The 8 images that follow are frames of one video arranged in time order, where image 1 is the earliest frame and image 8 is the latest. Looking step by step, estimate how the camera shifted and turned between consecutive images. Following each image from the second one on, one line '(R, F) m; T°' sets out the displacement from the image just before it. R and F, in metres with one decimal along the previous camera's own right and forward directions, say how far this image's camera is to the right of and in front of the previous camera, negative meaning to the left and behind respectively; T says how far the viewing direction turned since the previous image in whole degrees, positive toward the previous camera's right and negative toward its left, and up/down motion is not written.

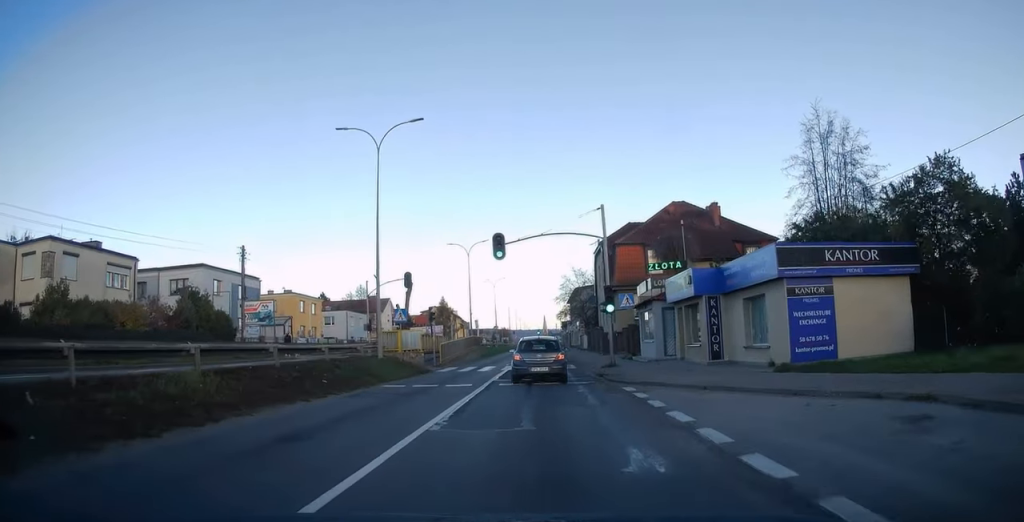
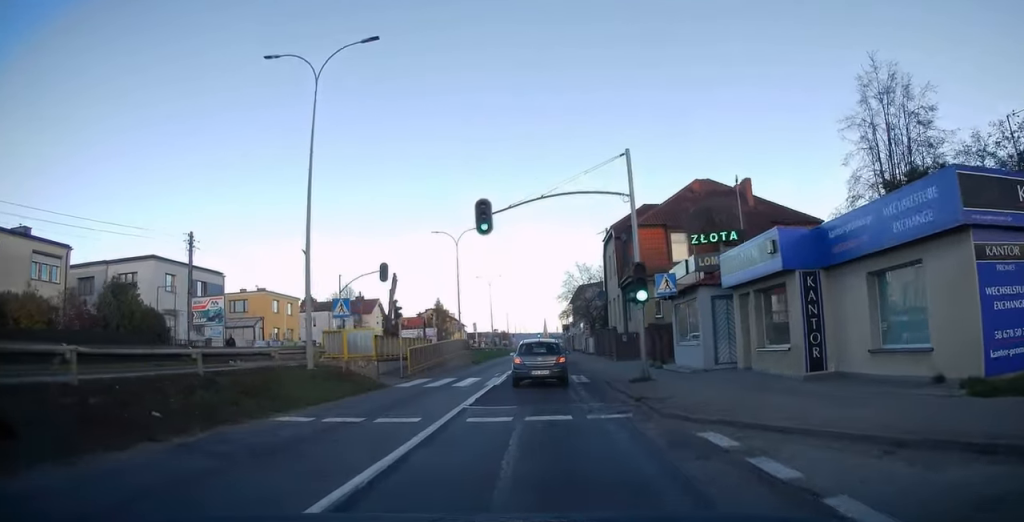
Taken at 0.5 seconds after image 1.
(0.0, +8.1) m; 0°
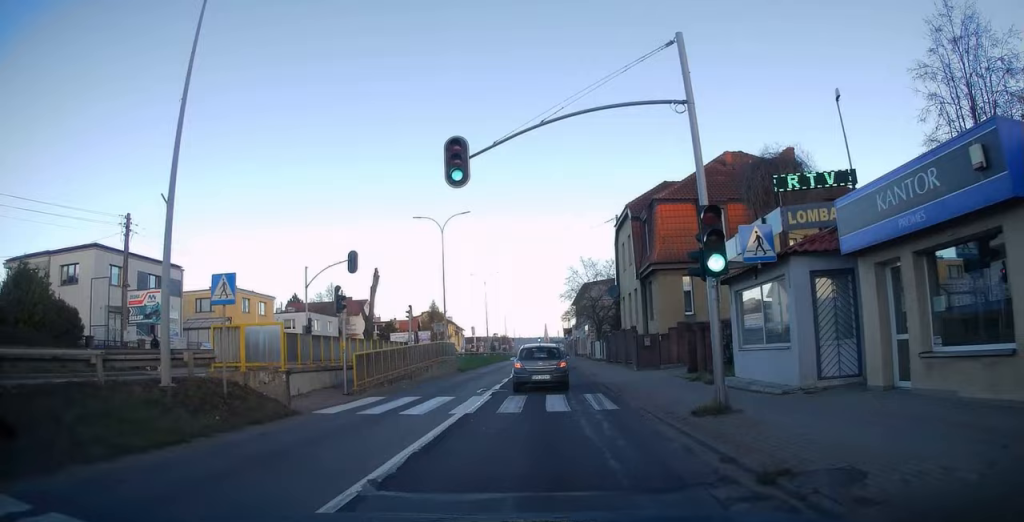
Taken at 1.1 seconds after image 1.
(0.0, +7.6) m; 0°
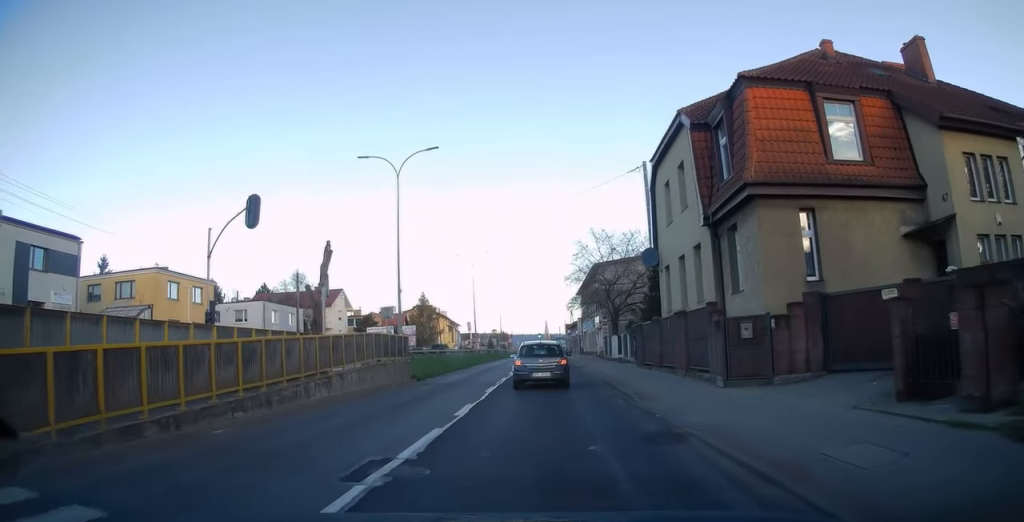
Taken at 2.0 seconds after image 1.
(0.0, +13.5) m; 0°
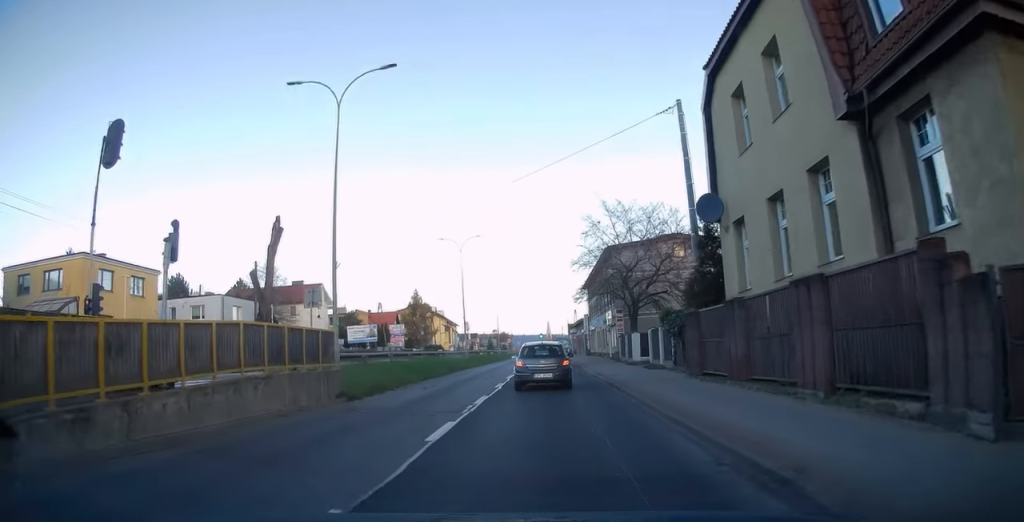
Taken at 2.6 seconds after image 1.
(0.0, +9.1) m; 0°
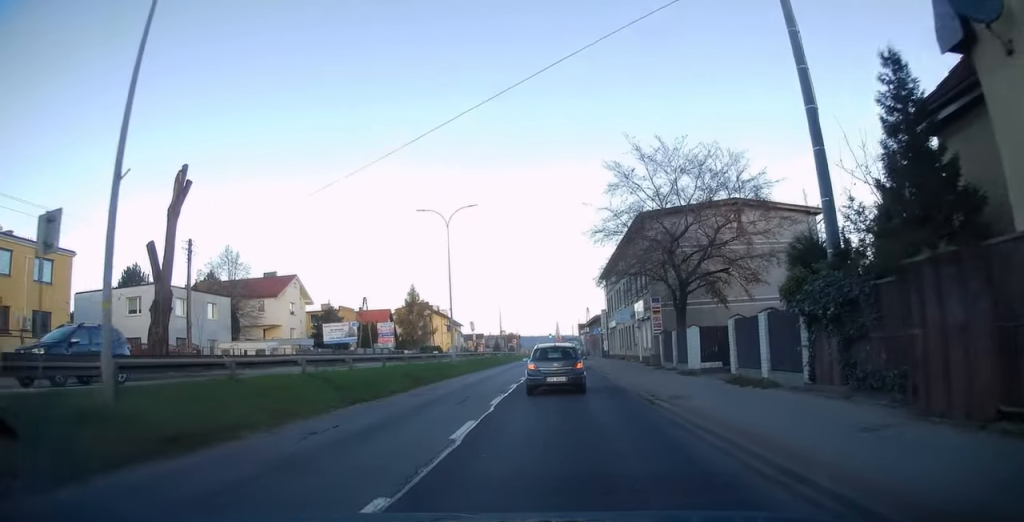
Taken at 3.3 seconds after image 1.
(0.0, +10.9) m; -1°
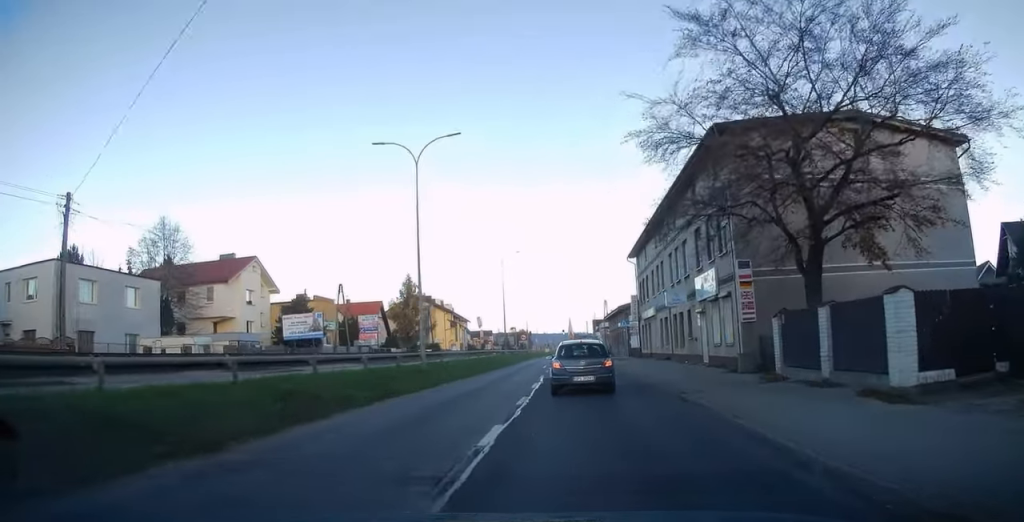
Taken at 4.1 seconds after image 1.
(-0.1, +12.6) m; -1°
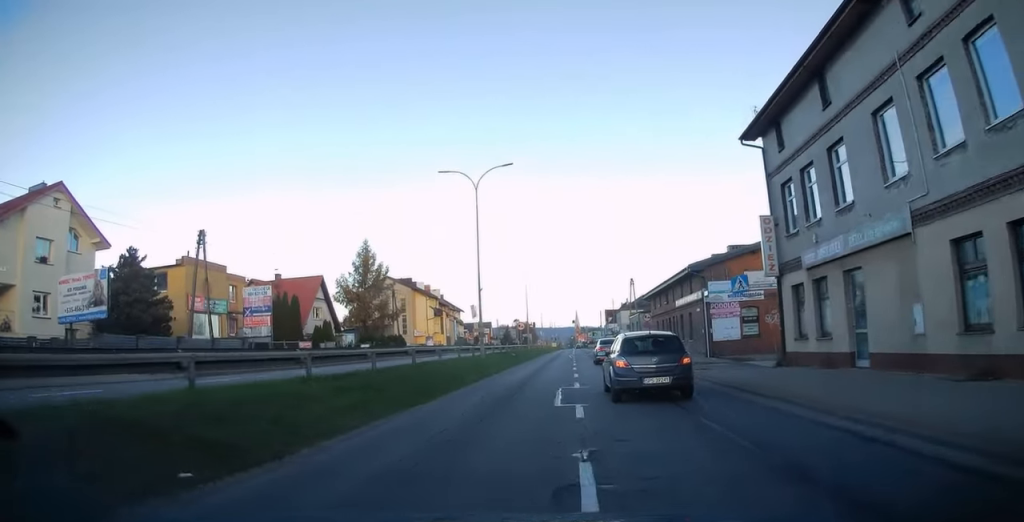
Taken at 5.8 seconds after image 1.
(-0.4, +27.2) m; -1°
